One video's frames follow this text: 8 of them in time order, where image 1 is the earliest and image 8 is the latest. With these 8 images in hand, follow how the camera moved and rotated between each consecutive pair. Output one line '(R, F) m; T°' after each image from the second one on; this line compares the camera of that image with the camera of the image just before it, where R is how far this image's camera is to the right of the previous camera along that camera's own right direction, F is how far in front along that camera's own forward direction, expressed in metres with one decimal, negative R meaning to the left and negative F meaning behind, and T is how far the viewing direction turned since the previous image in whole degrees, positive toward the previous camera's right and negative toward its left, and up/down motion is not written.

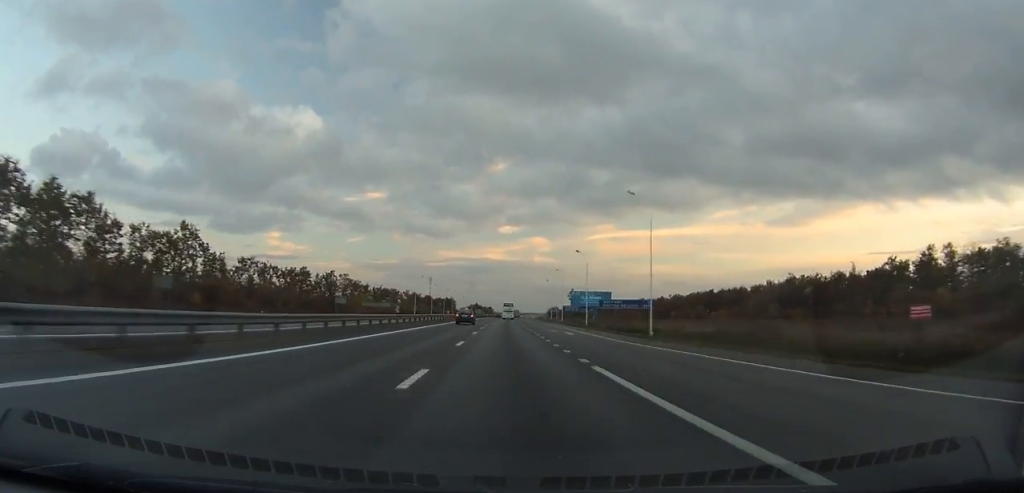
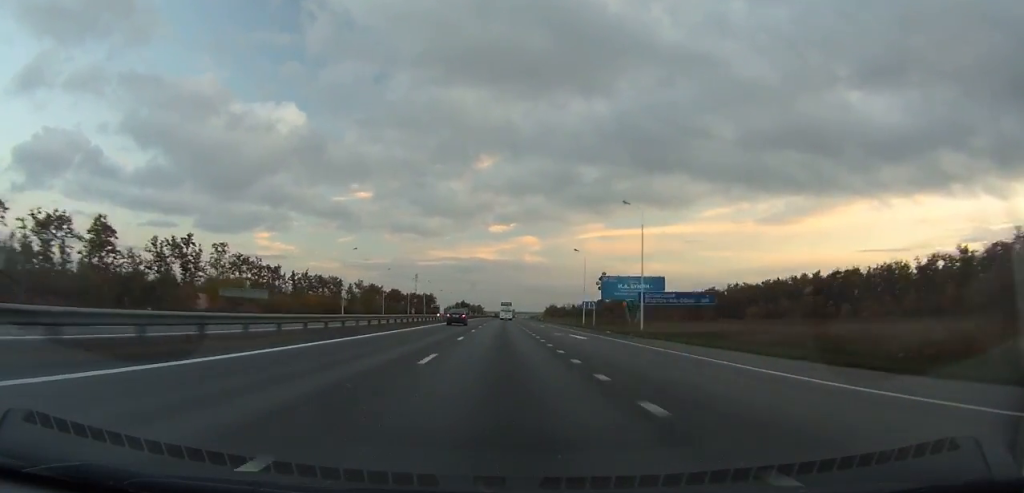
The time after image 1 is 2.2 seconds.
(+0.8, +67.1) m; +1°
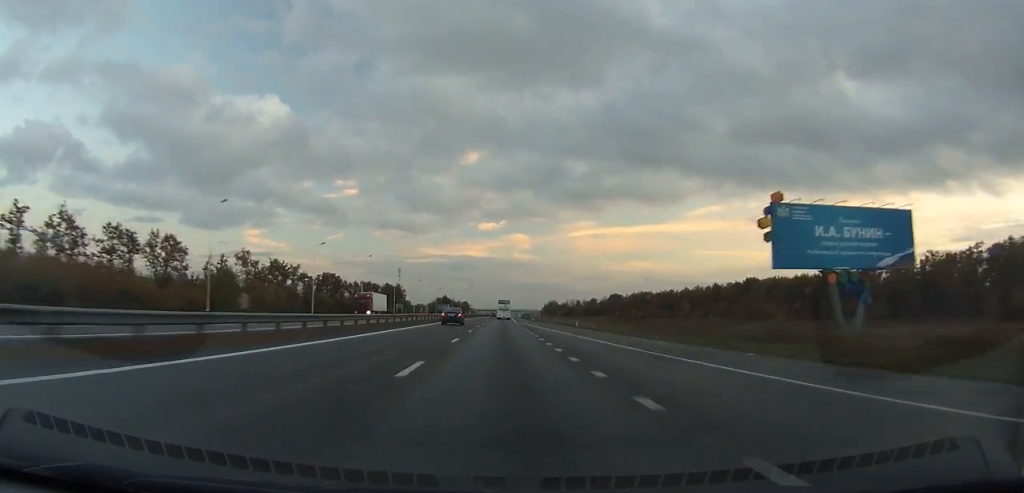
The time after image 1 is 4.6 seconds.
(+0.8, +74.3) m; +1°
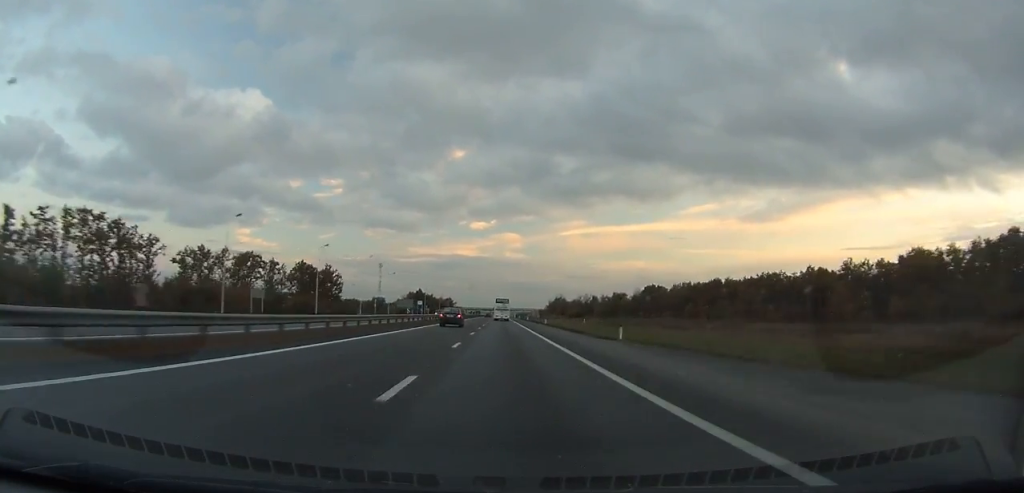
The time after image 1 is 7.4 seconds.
(+0.8, +88.3) m; +1°
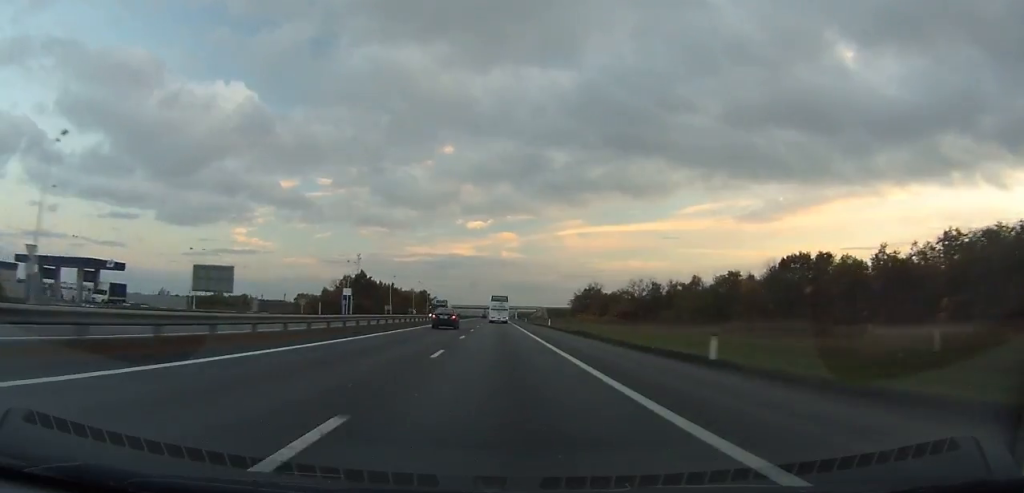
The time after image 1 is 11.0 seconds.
(+0.9, +115.5) m; 0°
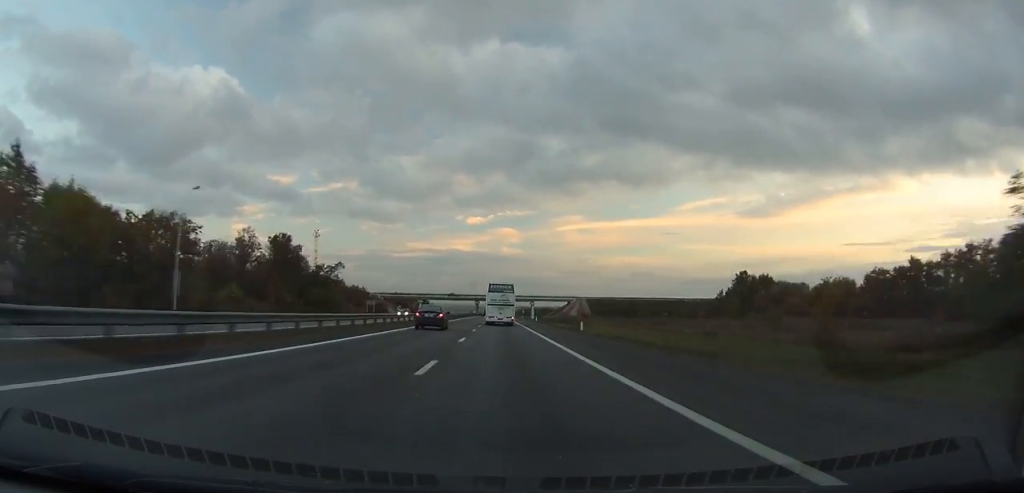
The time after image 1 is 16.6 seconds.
(-0.1, +177.8) m; 0°
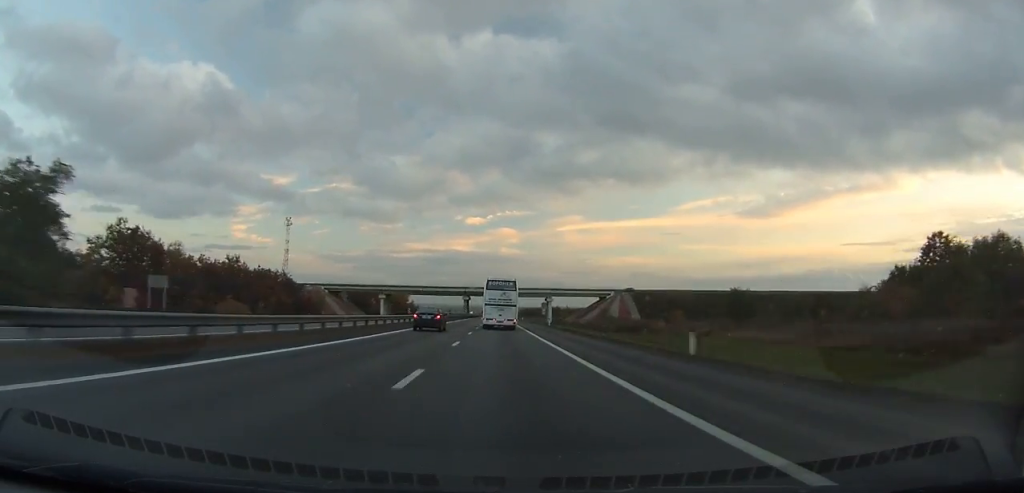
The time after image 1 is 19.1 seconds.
(0.0, +77.7) m; 0°
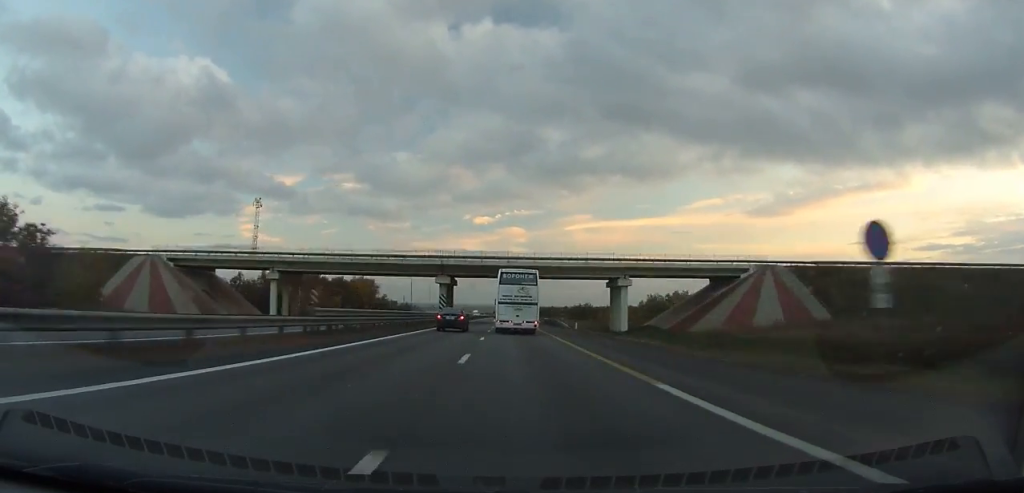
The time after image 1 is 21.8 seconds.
(-0.2, +85.9) m; 0°
